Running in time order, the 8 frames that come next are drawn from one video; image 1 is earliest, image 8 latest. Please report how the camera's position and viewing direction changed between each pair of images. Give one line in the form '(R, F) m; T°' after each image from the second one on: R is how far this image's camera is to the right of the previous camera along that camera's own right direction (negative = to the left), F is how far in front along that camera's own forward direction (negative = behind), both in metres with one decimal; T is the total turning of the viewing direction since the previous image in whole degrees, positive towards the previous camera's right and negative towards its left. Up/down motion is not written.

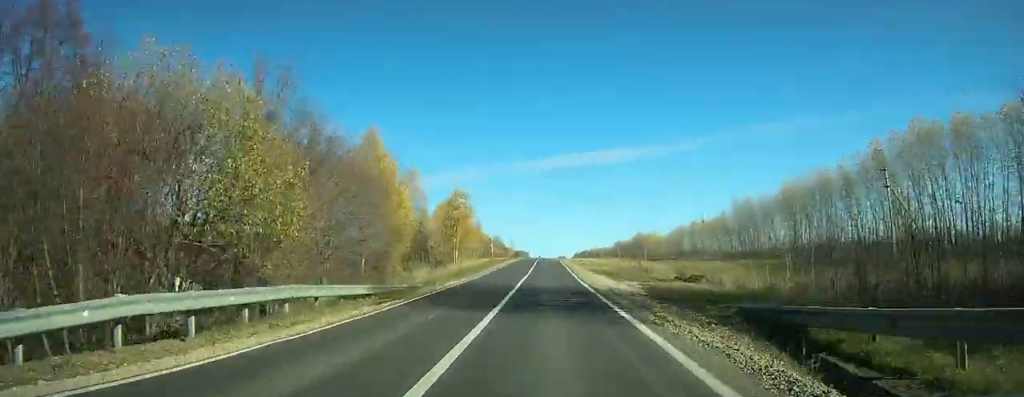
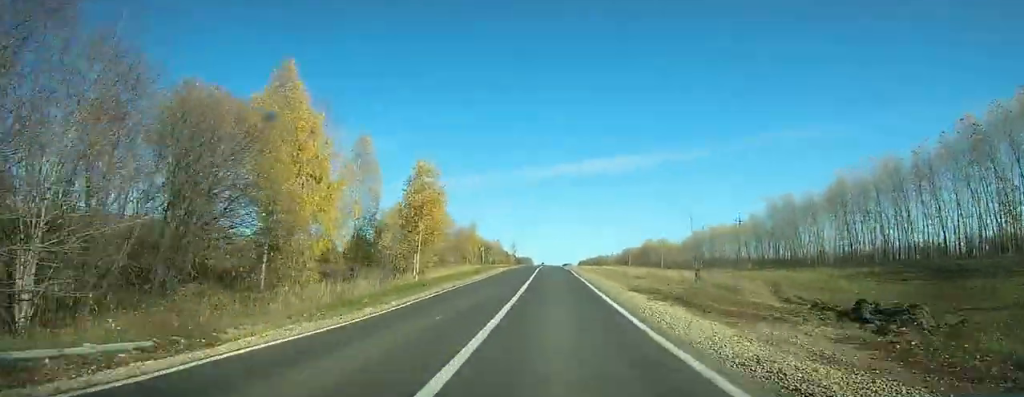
(+0.3, +20.6) m; 0°
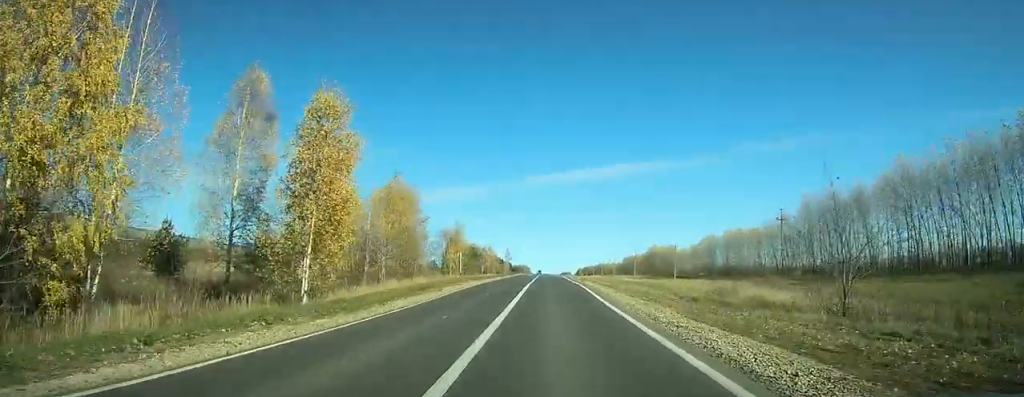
(+0.1, +19.2) m; 0°
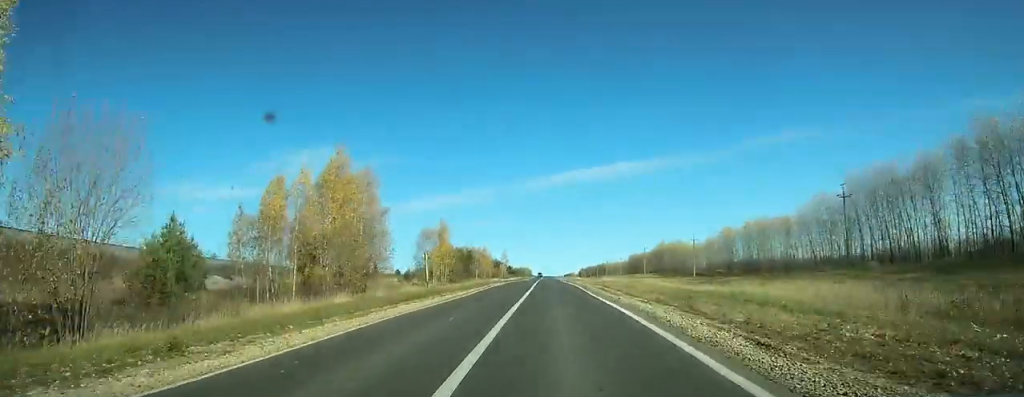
(0.0, +18.6) m; 0°
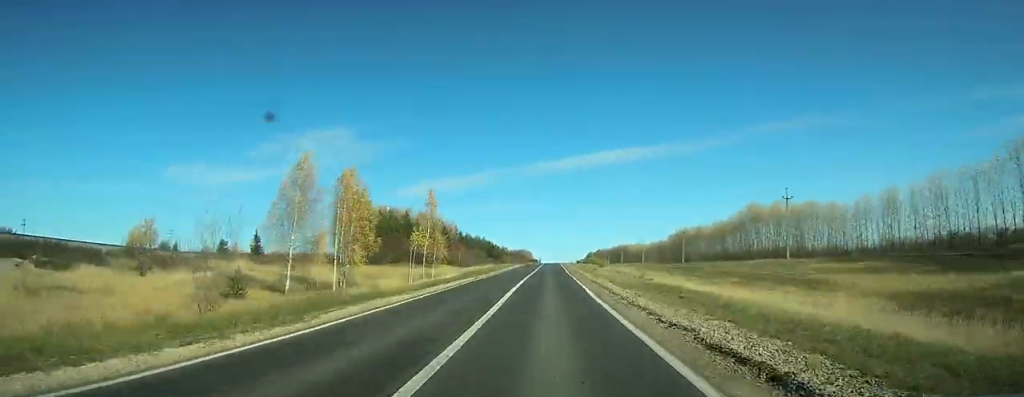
(-1.4, +119.2) m; -1°
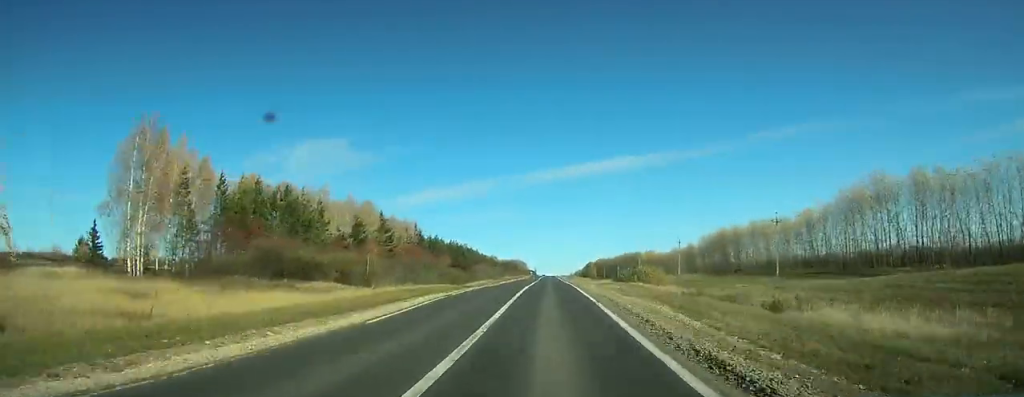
(+0.7, +59.6) m; +1°
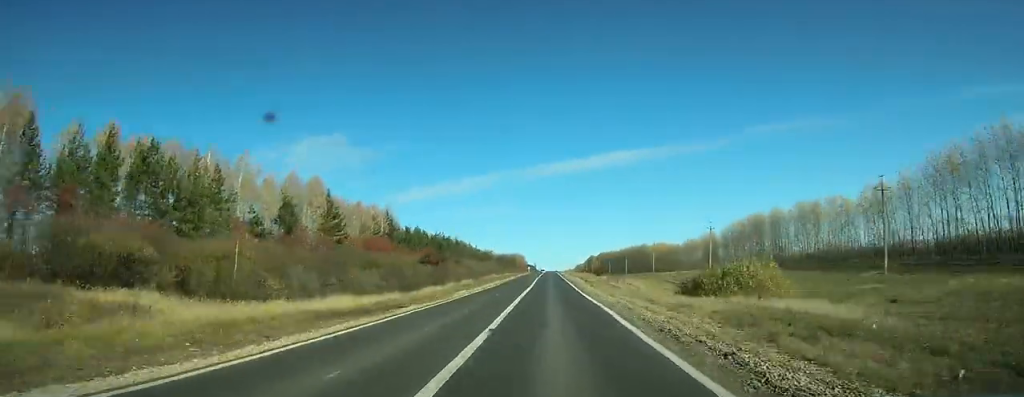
(+0.6, +25.7) m; -1°
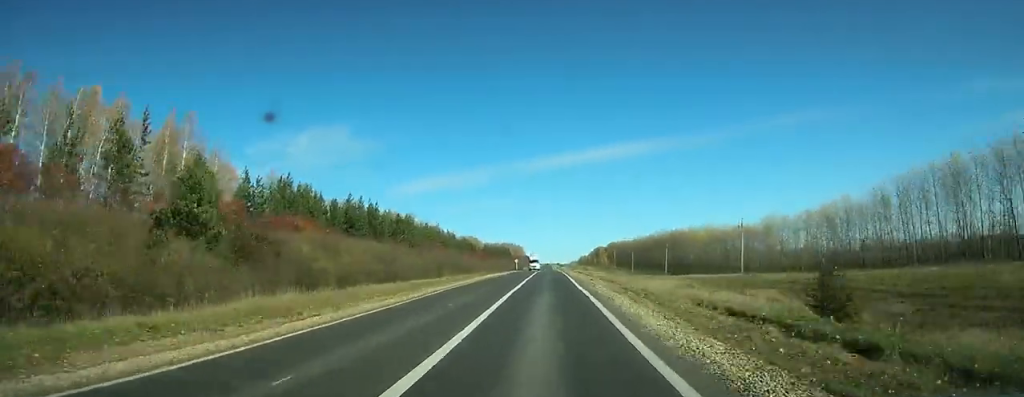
(-1.9, +74.5) m; -1°
